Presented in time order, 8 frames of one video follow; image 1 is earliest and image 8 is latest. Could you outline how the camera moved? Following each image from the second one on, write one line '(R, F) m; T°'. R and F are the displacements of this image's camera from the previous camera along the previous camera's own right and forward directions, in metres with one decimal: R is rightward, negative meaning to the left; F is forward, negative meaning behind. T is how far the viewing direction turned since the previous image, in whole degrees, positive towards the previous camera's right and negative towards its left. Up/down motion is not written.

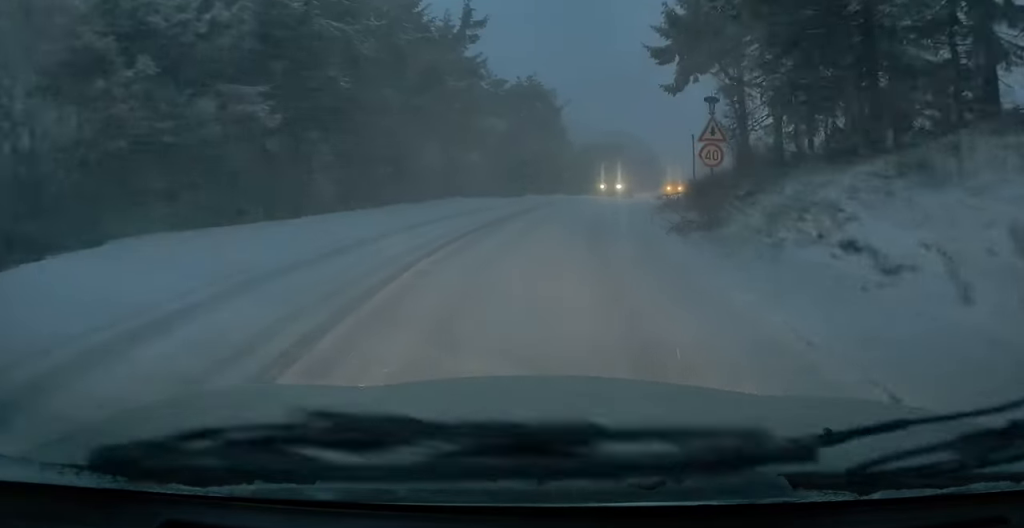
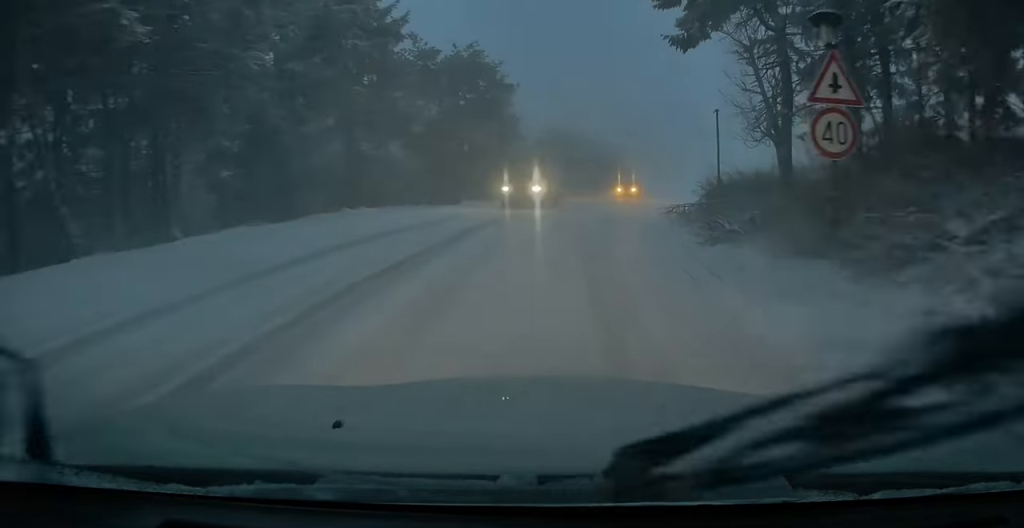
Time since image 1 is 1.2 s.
(+0.3, +10.2) m; +4°
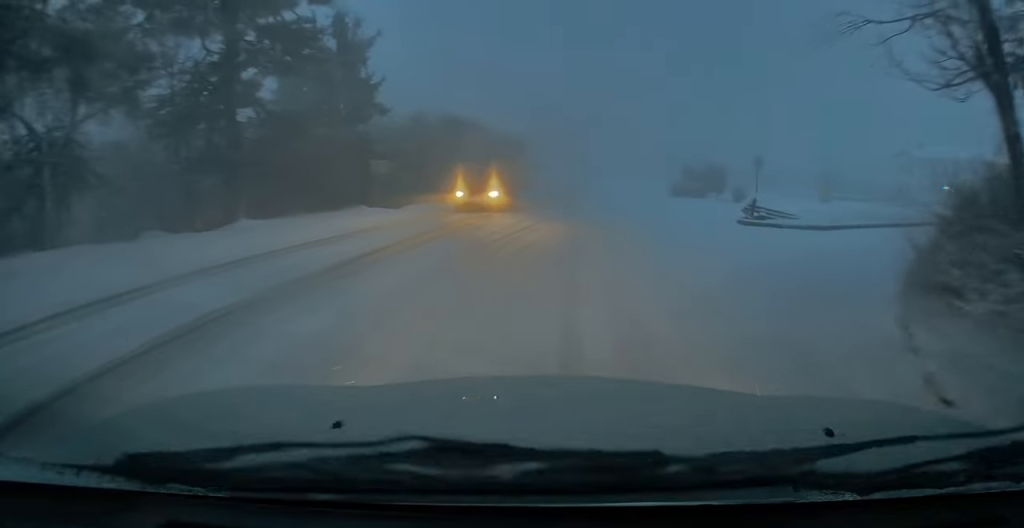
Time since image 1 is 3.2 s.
(+1.1, +16.0) m; +7°
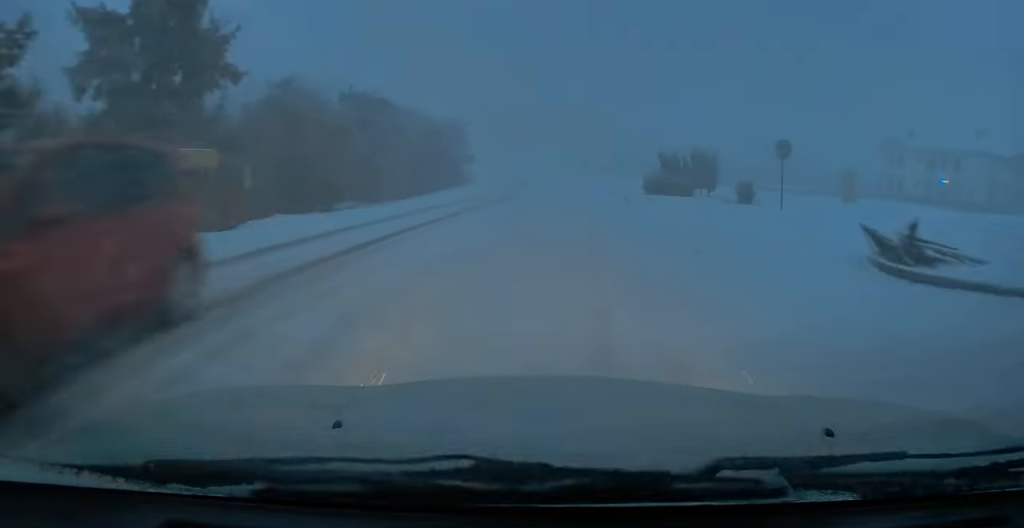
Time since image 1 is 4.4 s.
(+0.5, +10.7) m; +5°
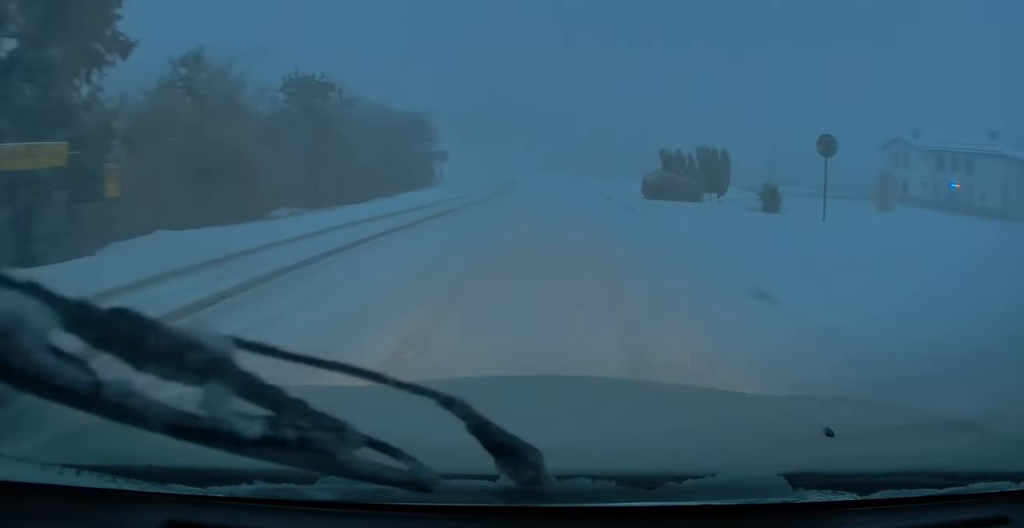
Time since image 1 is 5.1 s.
(+0.2, +5.3) m; +2°
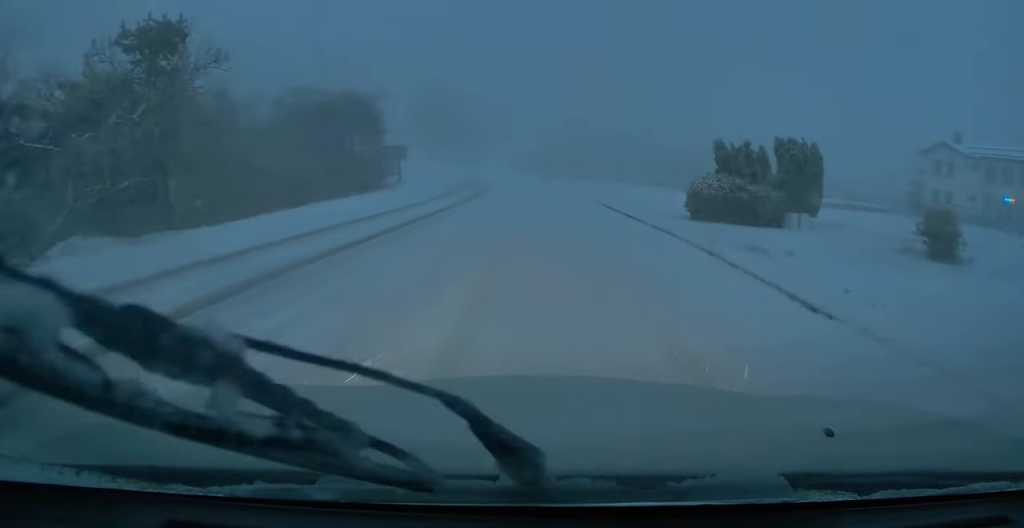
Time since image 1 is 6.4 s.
(0.0, +11.1) m; 0°
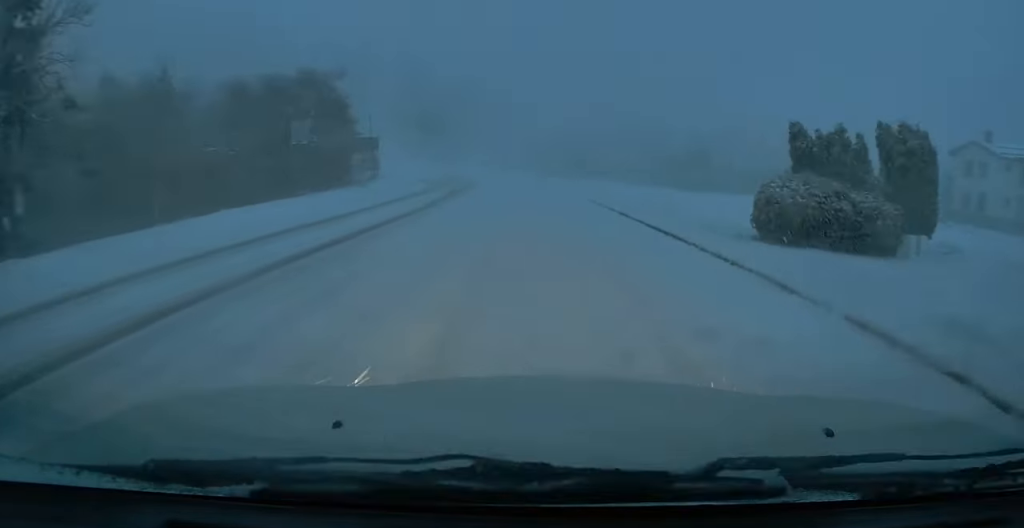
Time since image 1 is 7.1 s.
(0.0, +6.2) m; -1°
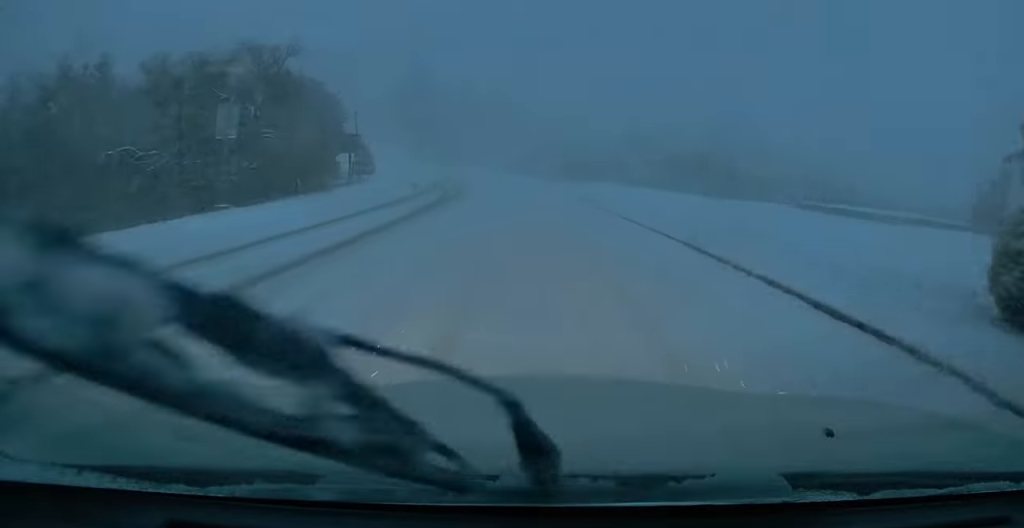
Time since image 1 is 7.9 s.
(-0.1, +6.8) m; -1°
